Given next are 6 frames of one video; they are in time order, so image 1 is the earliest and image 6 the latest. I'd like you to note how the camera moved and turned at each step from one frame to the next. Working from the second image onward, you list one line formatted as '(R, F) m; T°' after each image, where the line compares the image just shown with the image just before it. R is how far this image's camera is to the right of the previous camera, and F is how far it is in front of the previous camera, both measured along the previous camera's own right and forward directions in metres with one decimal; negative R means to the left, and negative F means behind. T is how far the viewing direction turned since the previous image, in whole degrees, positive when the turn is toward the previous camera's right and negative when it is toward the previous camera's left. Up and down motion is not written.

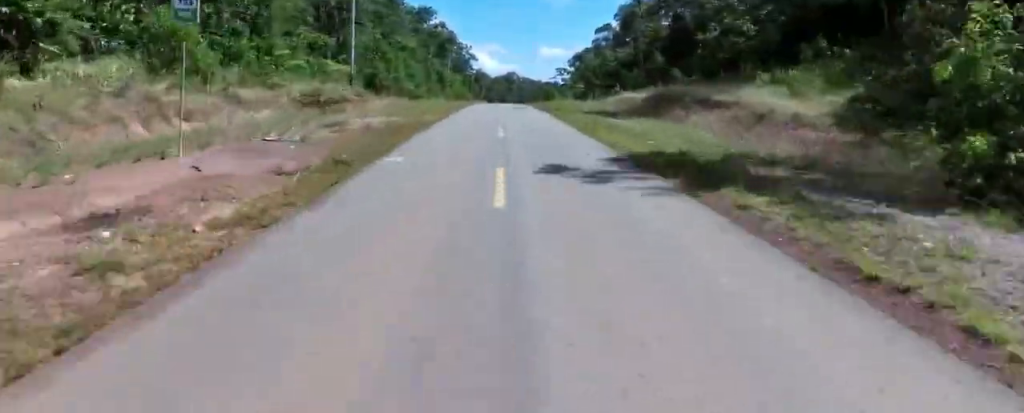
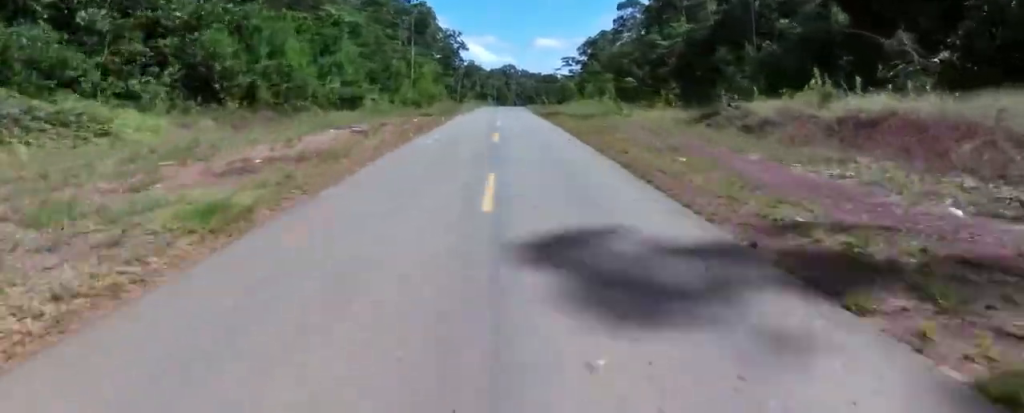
(+0.9, +31.7) m; +1°
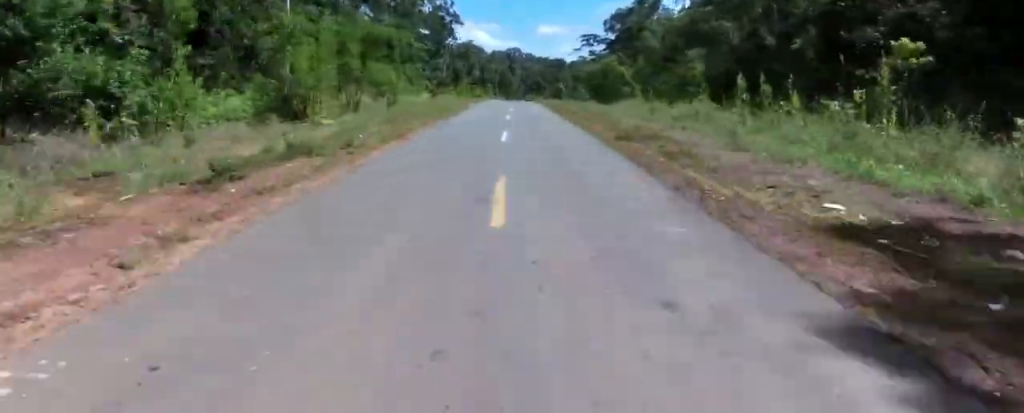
(-0.6, +32.4) m; -2°
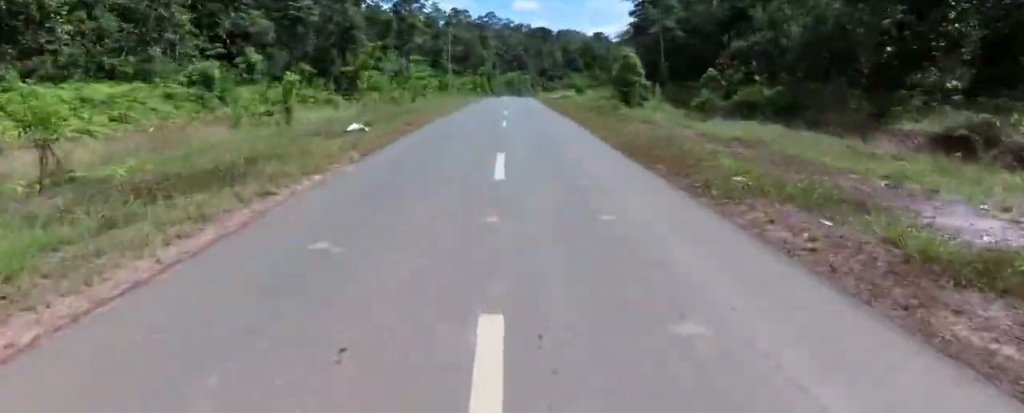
(+2.1, +69.9) m; +6°
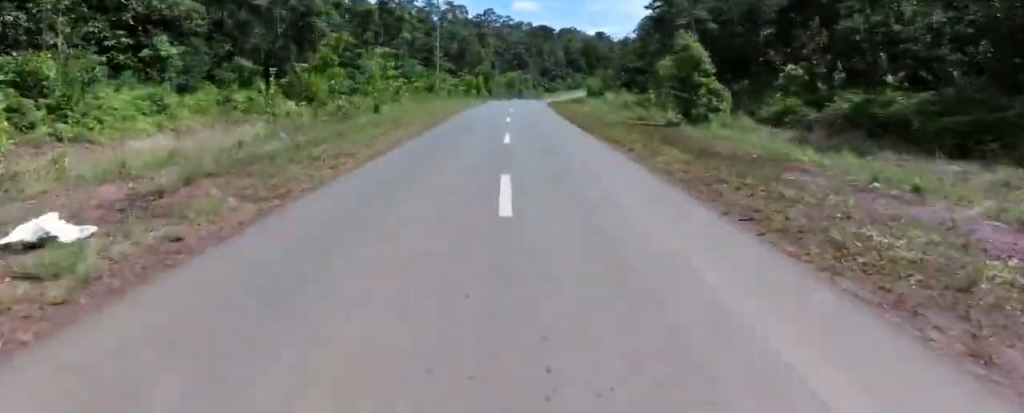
(+0.6, +11.6) m; +1°
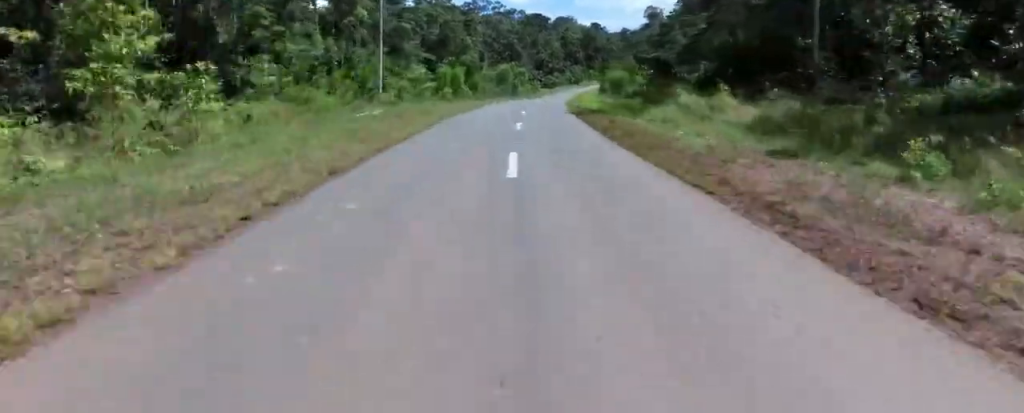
(-0.3, +21.3) m; 0°
